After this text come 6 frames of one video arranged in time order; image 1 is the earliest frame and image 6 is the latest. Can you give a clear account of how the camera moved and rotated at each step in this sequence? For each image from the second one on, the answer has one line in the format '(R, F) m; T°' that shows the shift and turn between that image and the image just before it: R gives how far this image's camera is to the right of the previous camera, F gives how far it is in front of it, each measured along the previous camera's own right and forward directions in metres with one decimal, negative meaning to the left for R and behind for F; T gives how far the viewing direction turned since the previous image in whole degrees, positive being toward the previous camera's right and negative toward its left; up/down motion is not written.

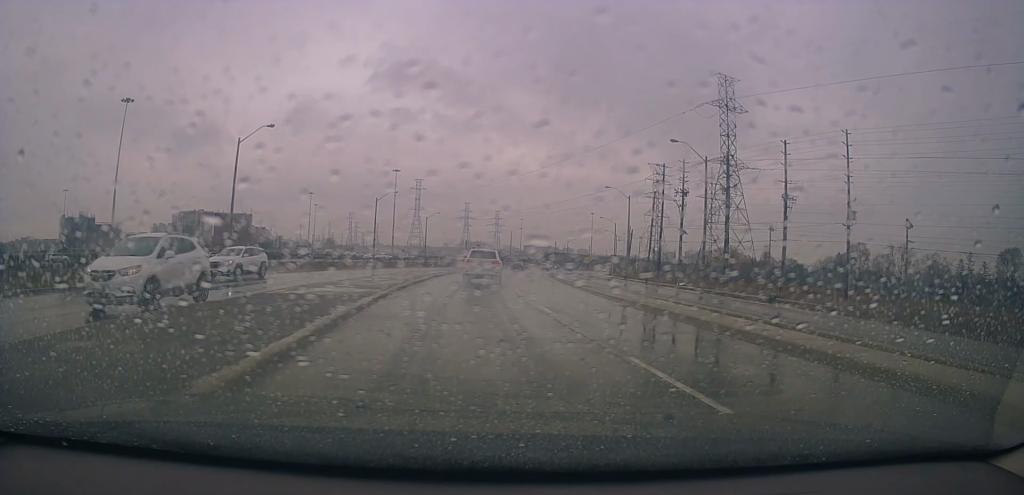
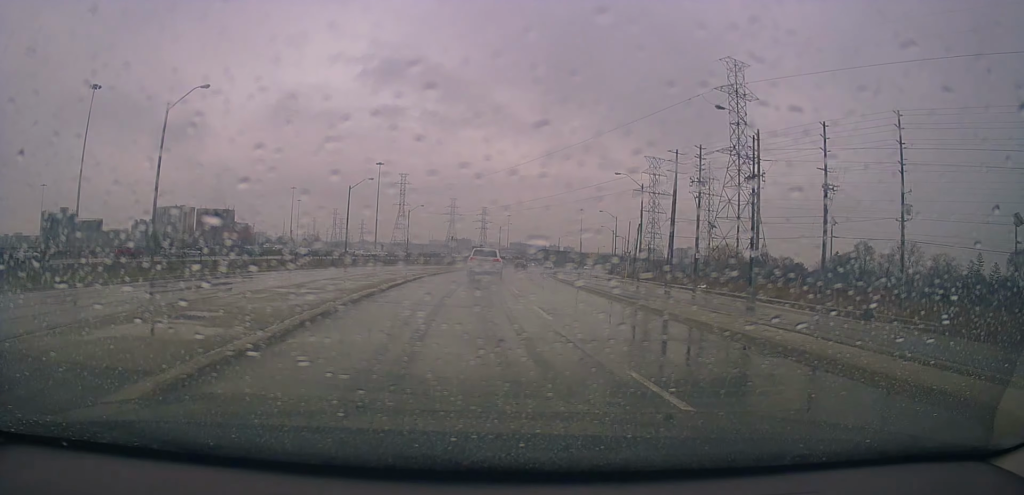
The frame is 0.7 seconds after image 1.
(+0.2, +10.6) m; +3°
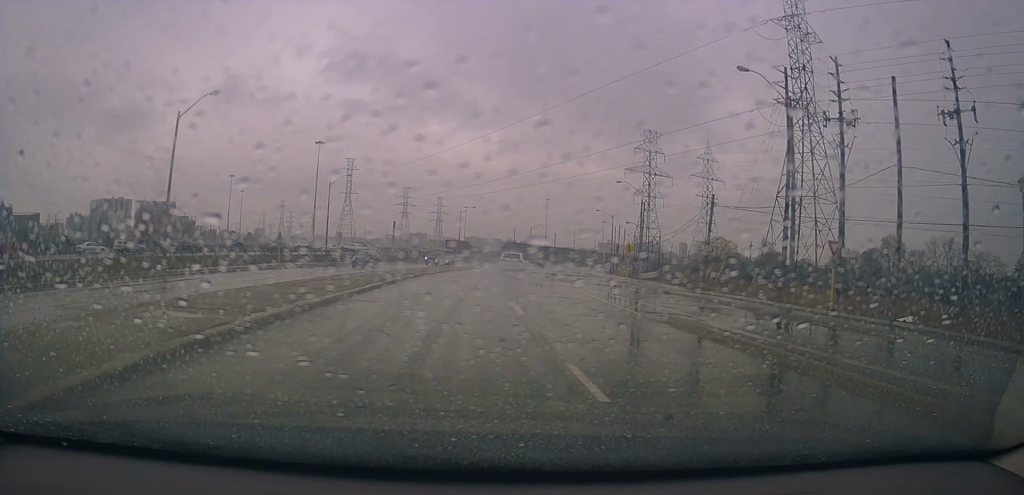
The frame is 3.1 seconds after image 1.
(+1.8, +36.2) m; +3°
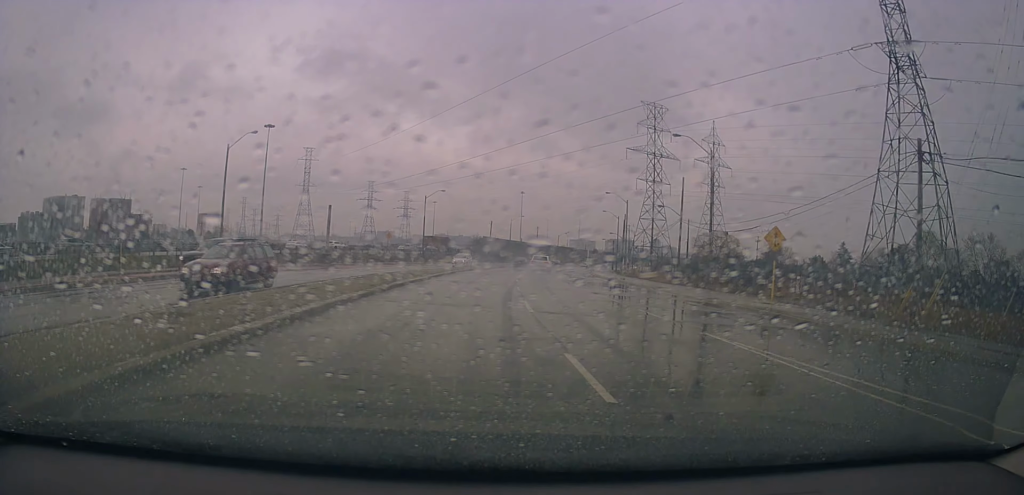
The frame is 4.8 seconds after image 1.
(+0.8, +26.4) m; +4°
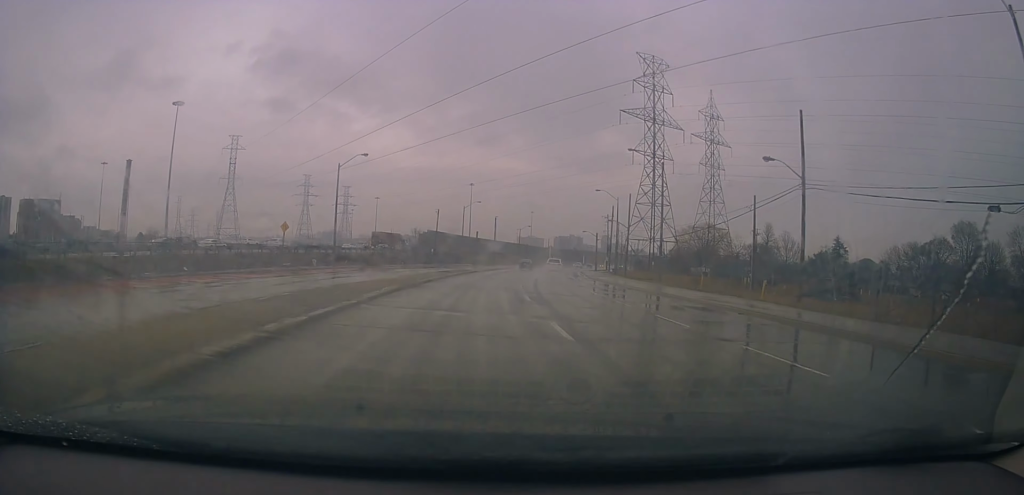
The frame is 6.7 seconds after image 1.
(+1.6, +30.7) m; +7°
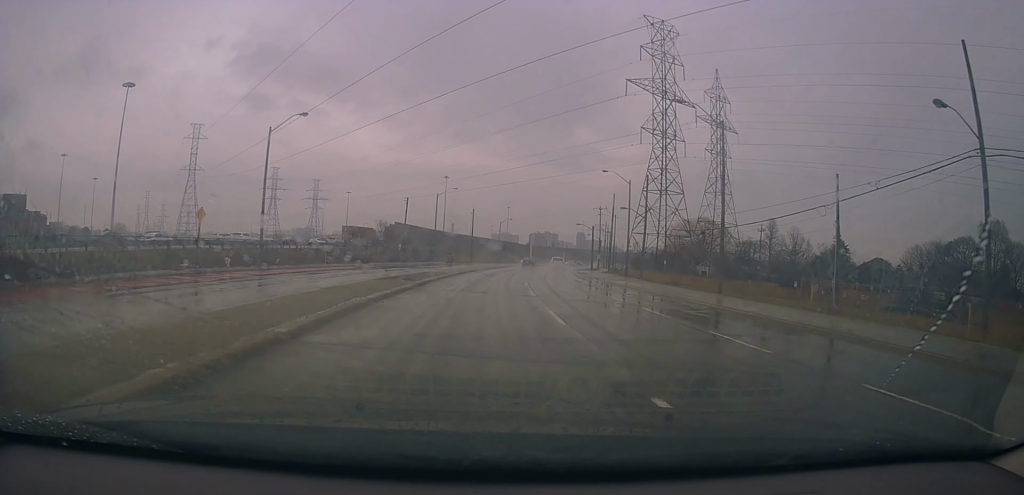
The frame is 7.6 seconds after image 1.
(+0.5, +14.6) m; +3°
